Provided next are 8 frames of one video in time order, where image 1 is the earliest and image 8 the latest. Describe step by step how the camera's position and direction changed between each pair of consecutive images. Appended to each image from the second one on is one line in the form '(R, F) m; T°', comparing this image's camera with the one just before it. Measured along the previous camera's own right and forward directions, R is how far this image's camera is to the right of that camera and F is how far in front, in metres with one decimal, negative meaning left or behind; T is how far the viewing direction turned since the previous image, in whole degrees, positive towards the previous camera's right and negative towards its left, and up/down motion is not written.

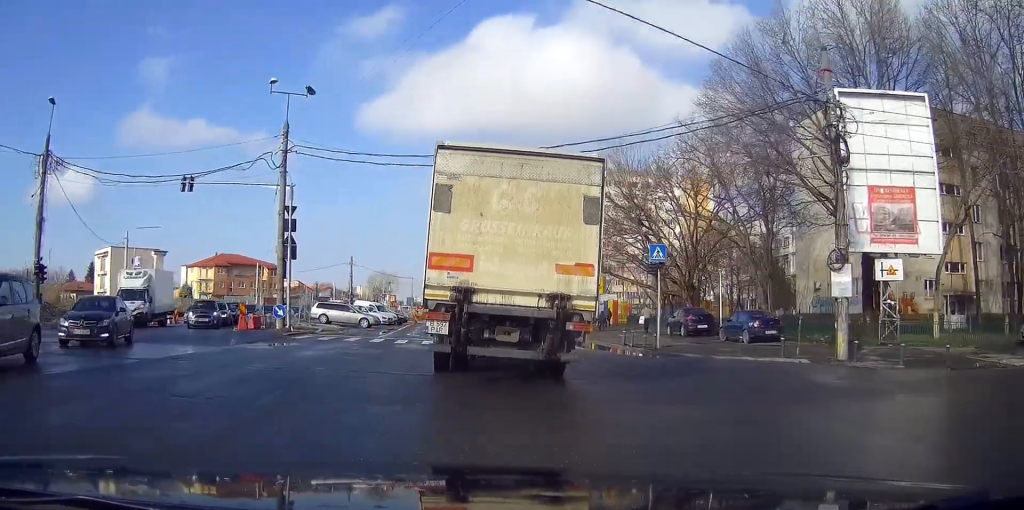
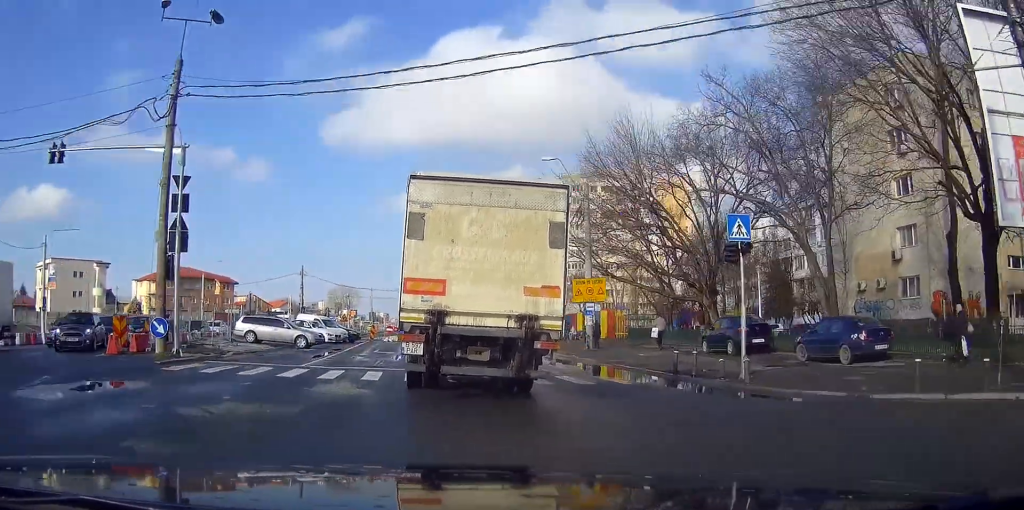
(+0.2, +9.8) m; +3°
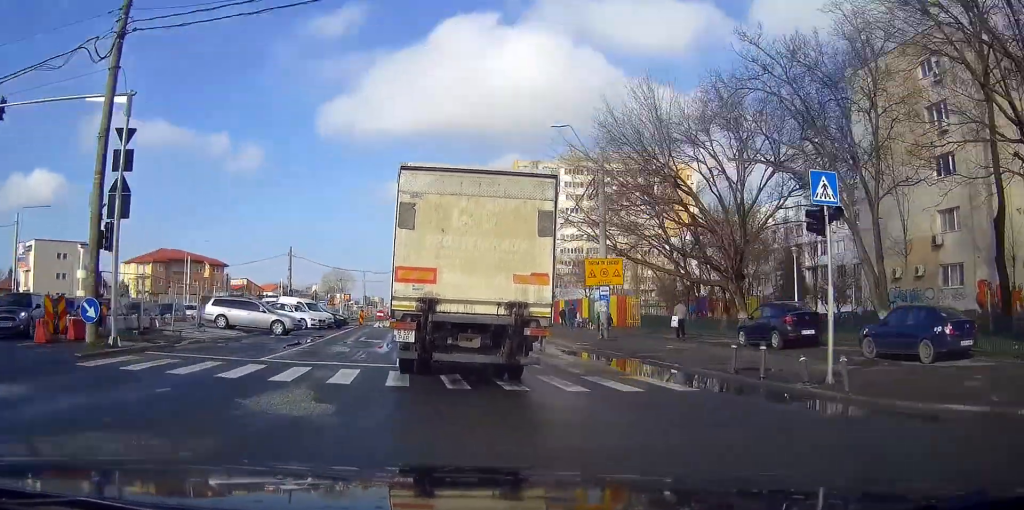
(+0.1, +4.1) m; +1°
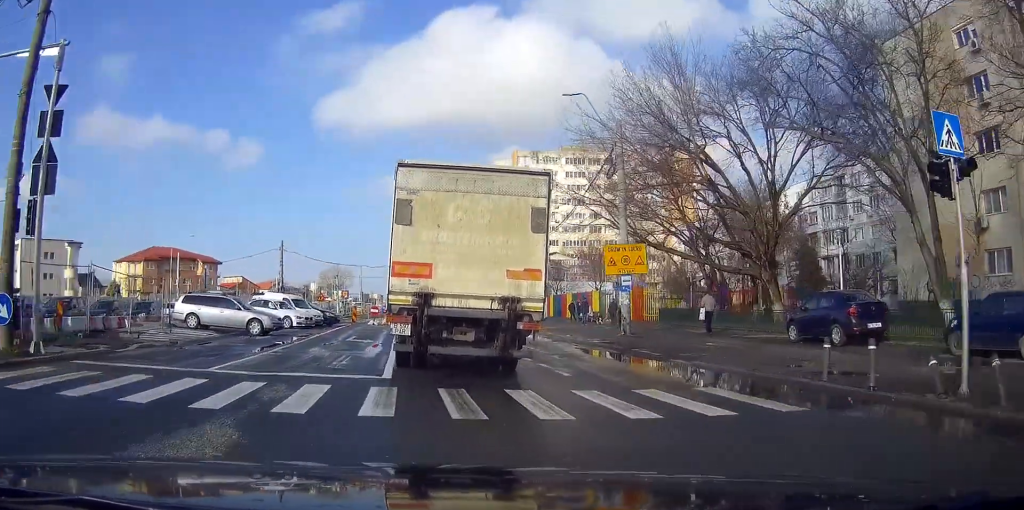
(0.0, +3.9) m; 0°
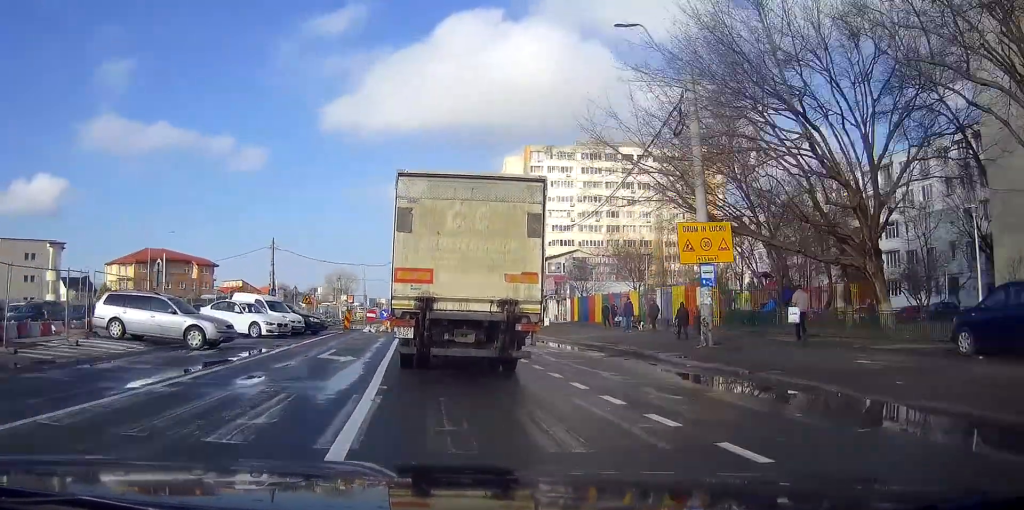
(-0.1, +8.0) m; -1°
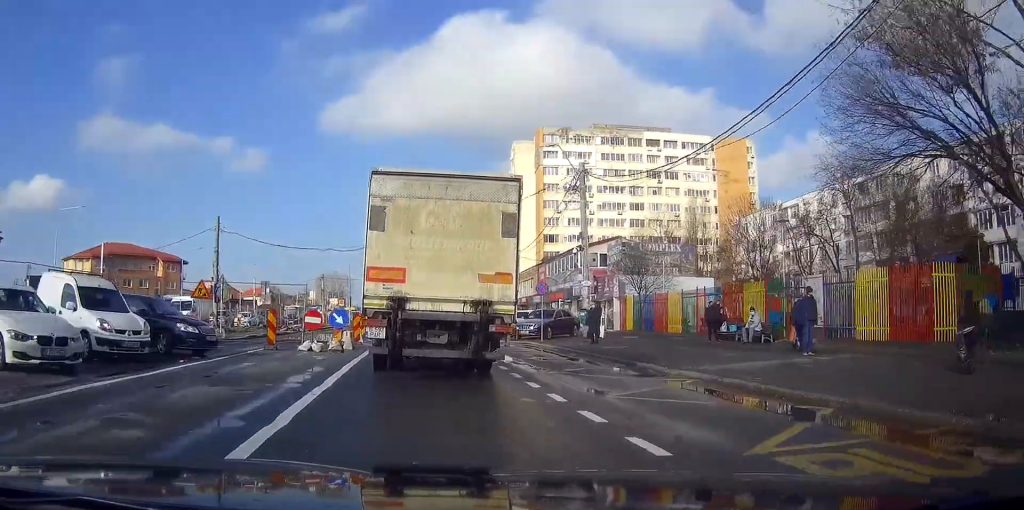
(+0.1, +17.6) m; 0°
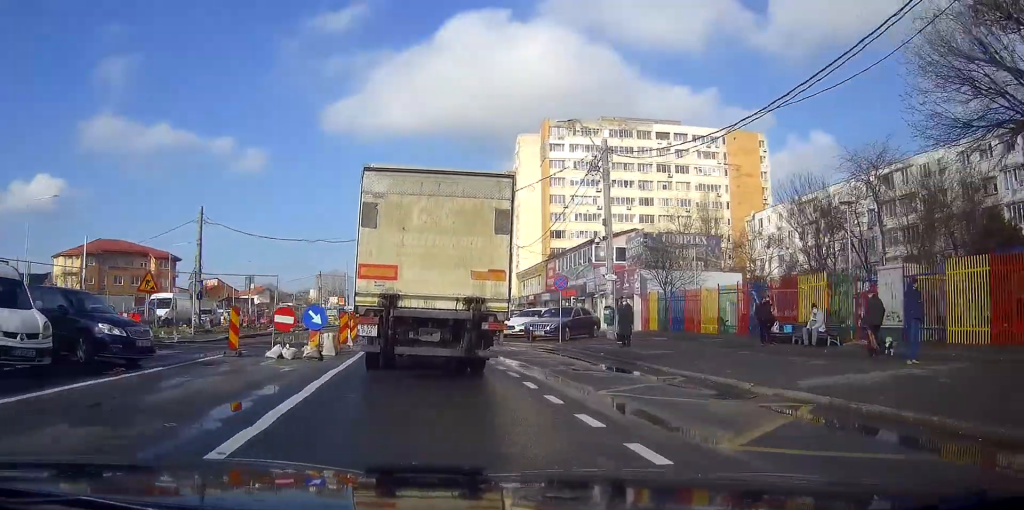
(-0.1, +4.5) m; 0°
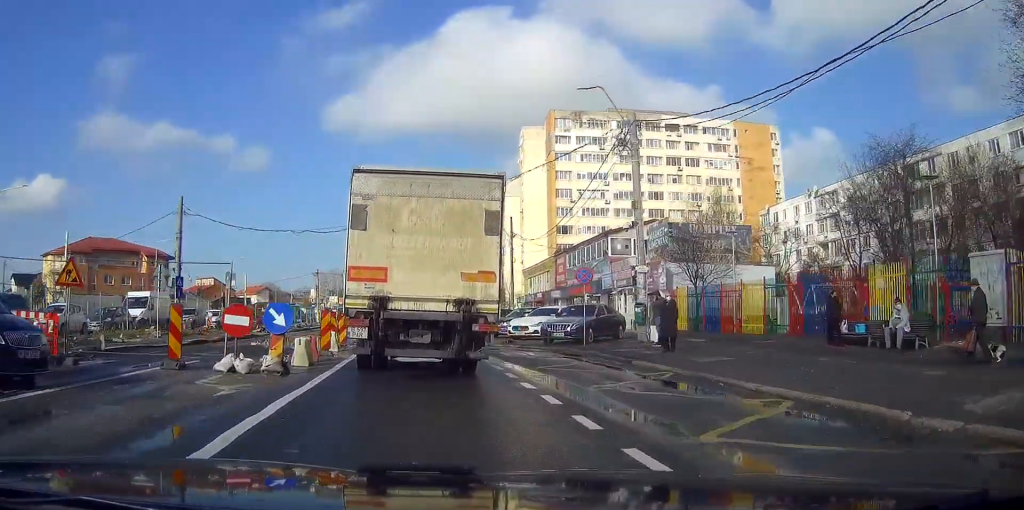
(-0.1, +4.5) m; 0°
